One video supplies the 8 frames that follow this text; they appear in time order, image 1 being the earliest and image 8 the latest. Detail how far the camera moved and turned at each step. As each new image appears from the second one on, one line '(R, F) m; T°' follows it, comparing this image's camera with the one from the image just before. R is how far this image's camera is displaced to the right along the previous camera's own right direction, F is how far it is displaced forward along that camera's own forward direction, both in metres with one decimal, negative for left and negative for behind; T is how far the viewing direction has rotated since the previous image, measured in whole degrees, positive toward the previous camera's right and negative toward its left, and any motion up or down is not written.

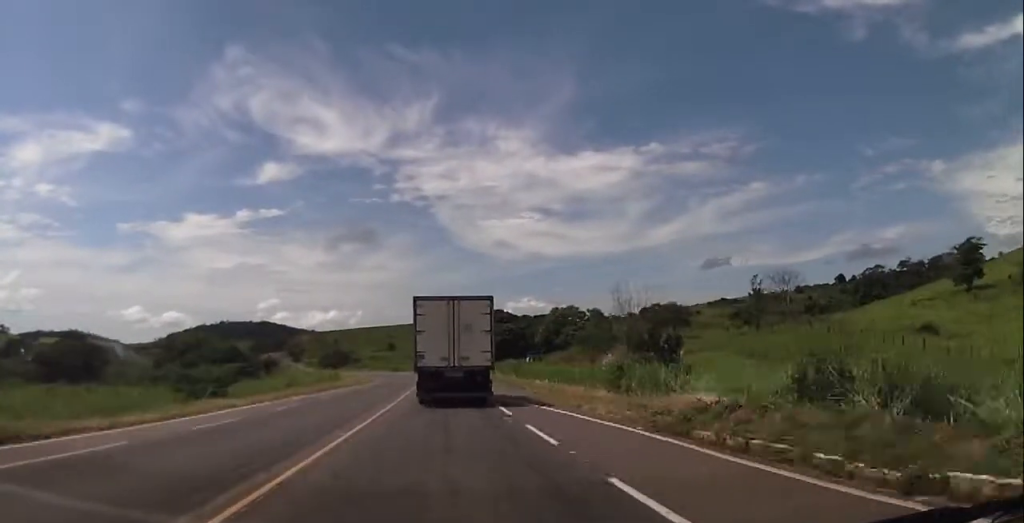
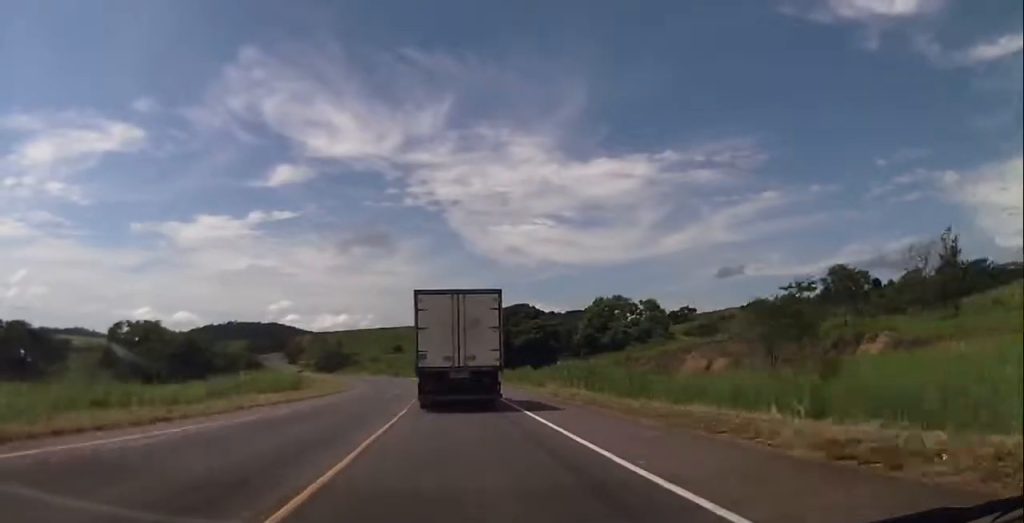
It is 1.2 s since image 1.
(0.0, +32.6) m; 0°
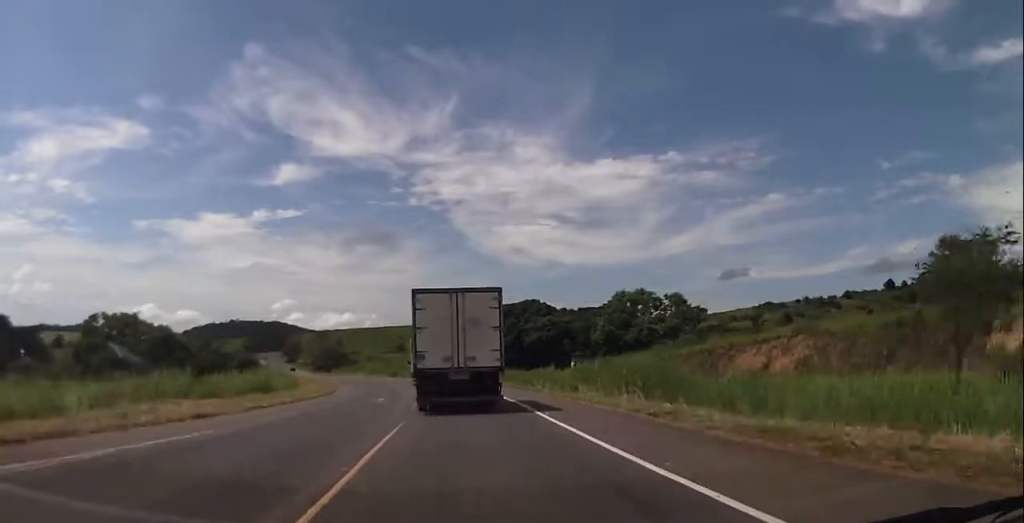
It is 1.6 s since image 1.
(0.0, +11.5) m; 0°
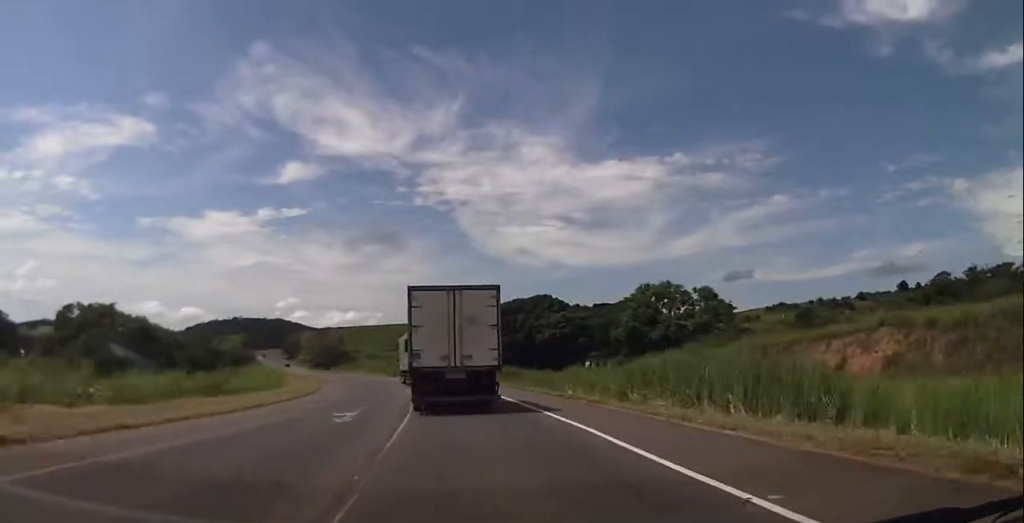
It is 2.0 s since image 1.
(0.0, +10.3) m; -1°
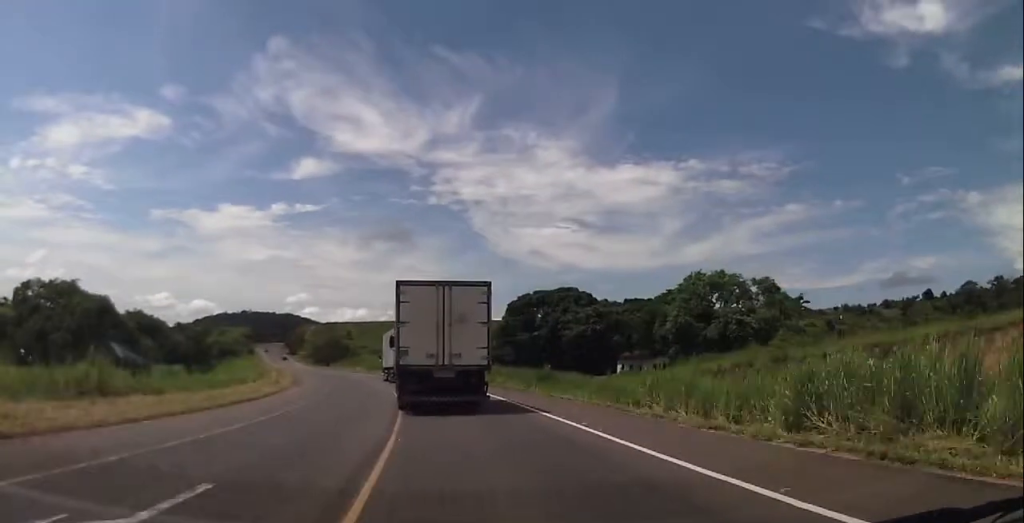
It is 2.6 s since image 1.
(+0.1, +15.4) m; -1°
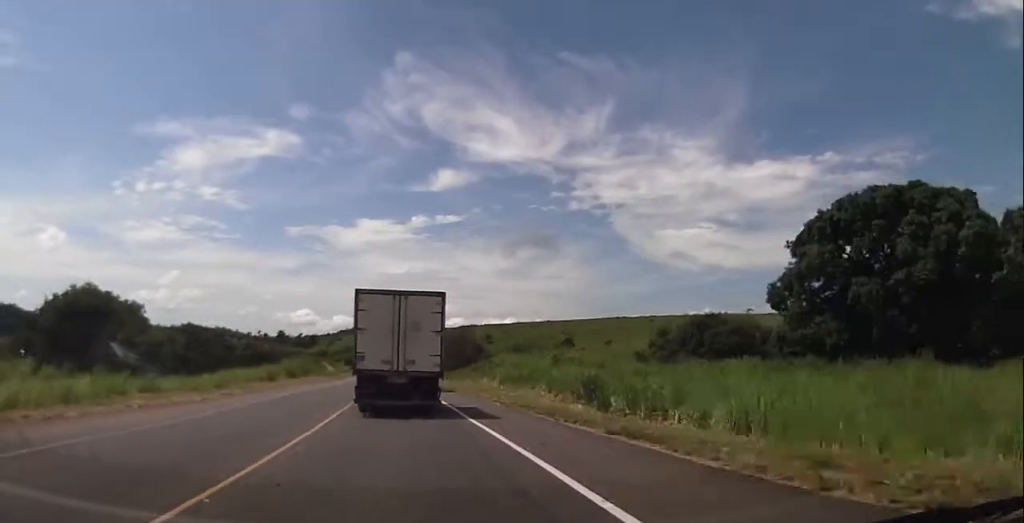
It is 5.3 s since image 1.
(-4.8, +61.5) m; -10°
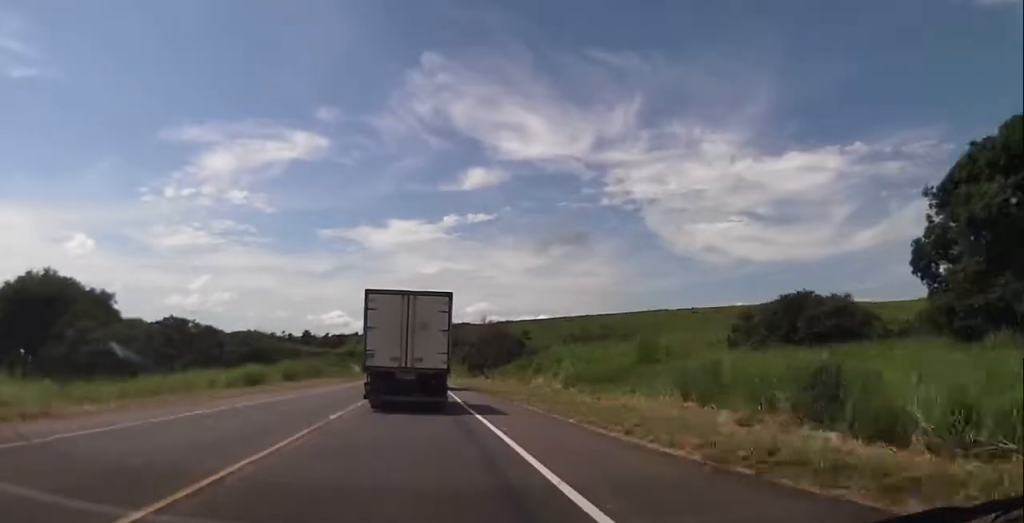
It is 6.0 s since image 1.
(-0.4, +13.9) m; -2°
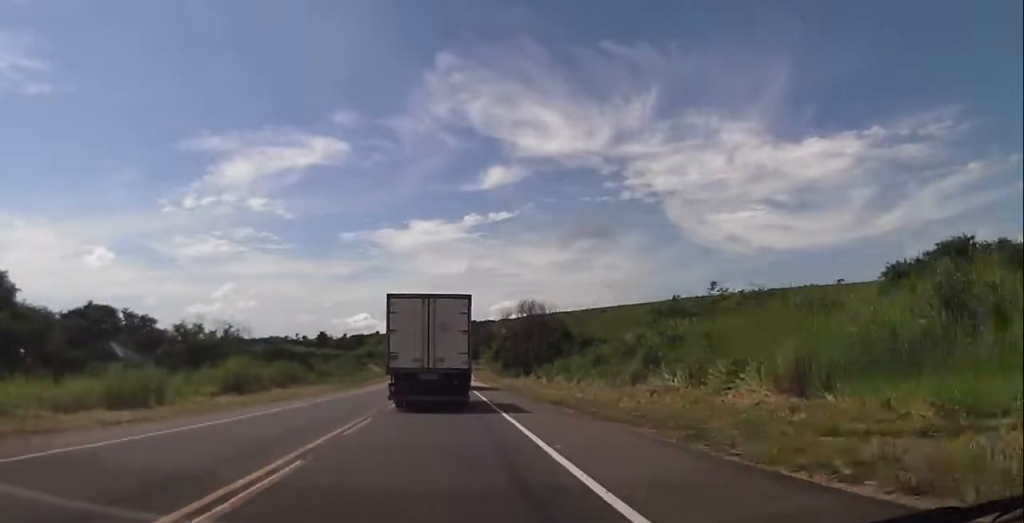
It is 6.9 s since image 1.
(-0.5, +20.3) m; -2°
